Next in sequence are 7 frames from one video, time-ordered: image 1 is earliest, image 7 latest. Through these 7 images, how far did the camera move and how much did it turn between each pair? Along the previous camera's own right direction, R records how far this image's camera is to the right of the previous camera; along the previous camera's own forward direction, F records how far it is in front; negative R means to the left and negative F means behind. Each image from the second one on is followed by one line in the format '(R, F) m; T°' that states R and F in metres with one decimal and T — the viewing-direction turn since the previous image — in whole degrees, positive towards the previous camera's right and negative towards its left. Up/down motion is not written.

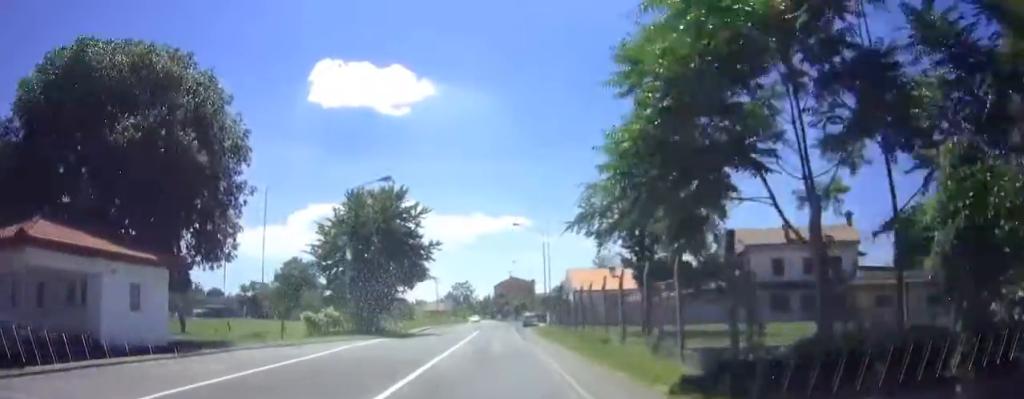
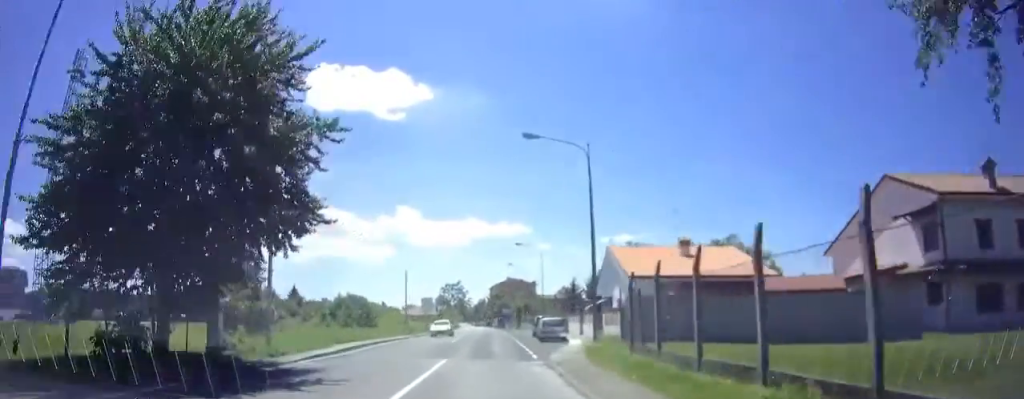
(-0.1, +24.4) m; 0°
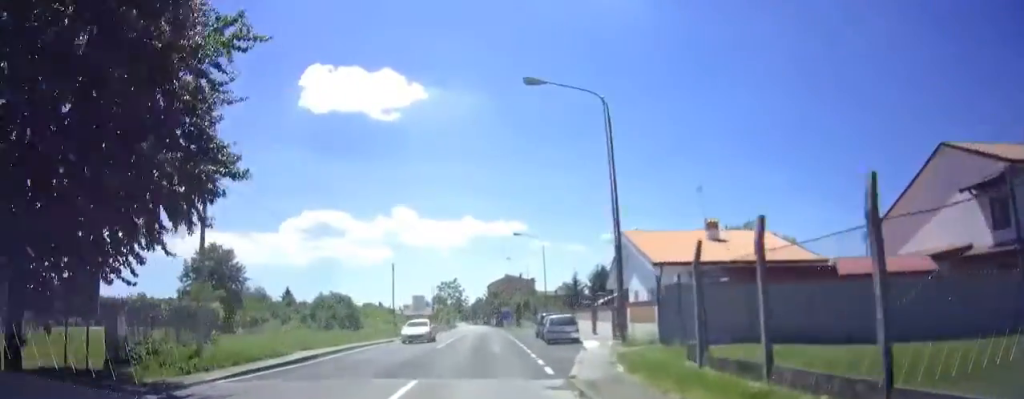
(0.0, +5.9) m; 0°
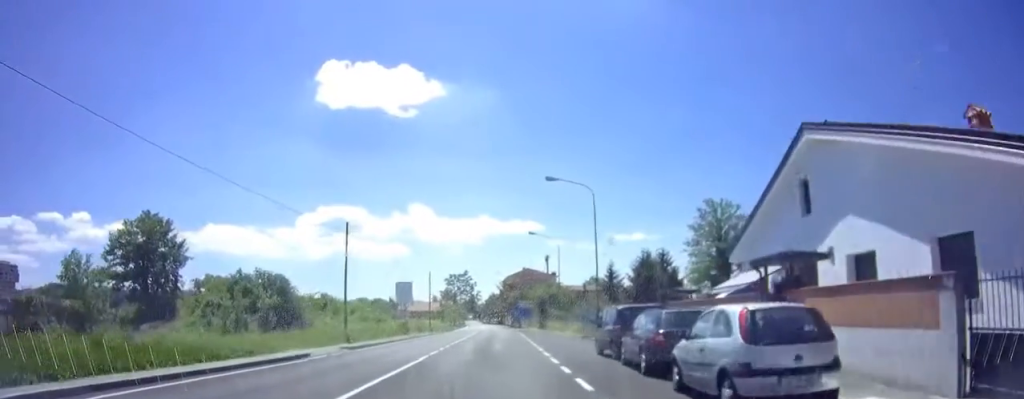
(0.0, +19.6) m; 0°
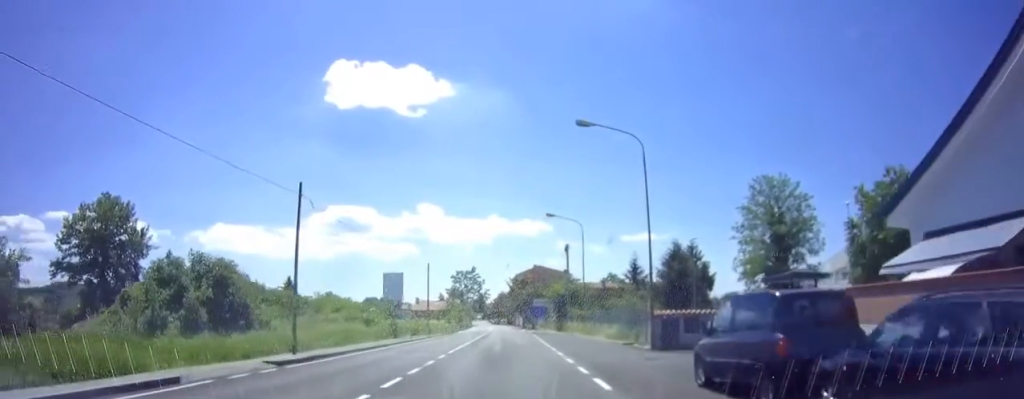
(0.0, +8.8) m; -1°
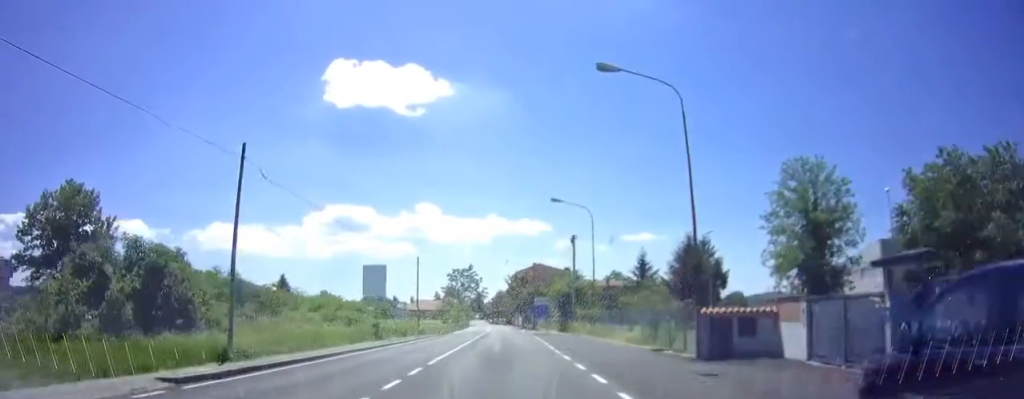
(0.0, +5.5) m; -1°
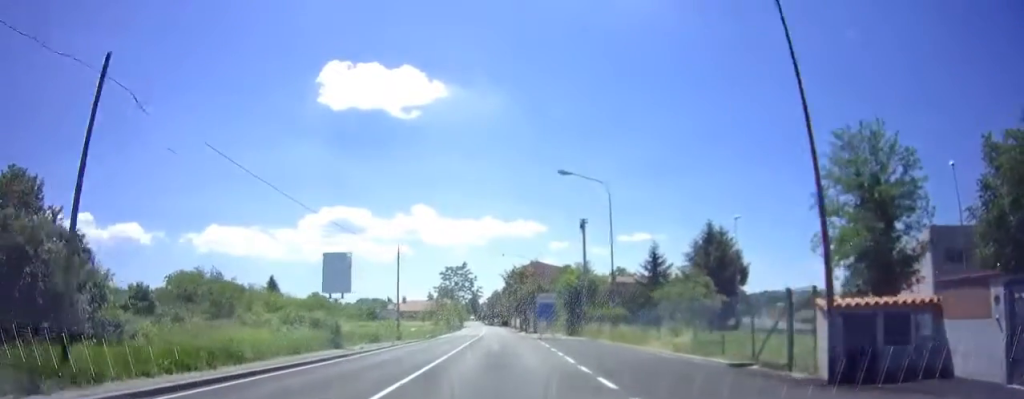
(-0.1, +7.1) m; 0°
